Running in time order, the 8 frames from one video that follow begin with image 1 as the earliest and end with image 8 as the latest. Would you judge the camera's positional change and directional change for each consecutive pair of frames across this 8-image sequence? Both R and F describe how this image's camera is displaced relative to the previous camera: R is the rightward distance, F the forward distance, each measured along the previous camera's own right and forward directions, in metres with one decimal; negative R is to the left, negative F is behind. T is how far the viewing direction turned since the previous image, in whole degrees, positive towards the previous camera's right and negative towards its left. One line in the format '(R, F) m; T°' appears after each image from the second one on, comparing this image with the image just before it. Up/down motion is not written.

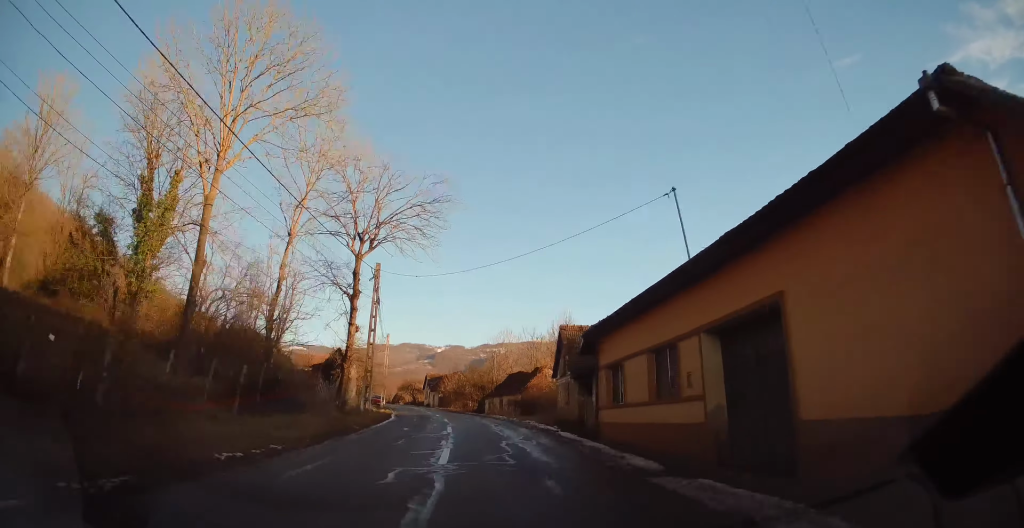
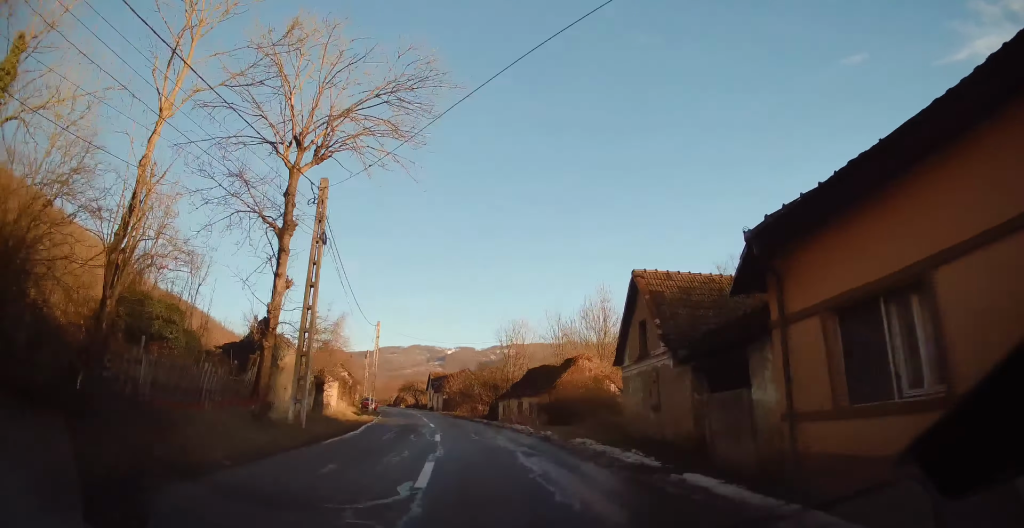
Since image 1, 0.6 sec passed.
(0.0, +11.8) m; -1°
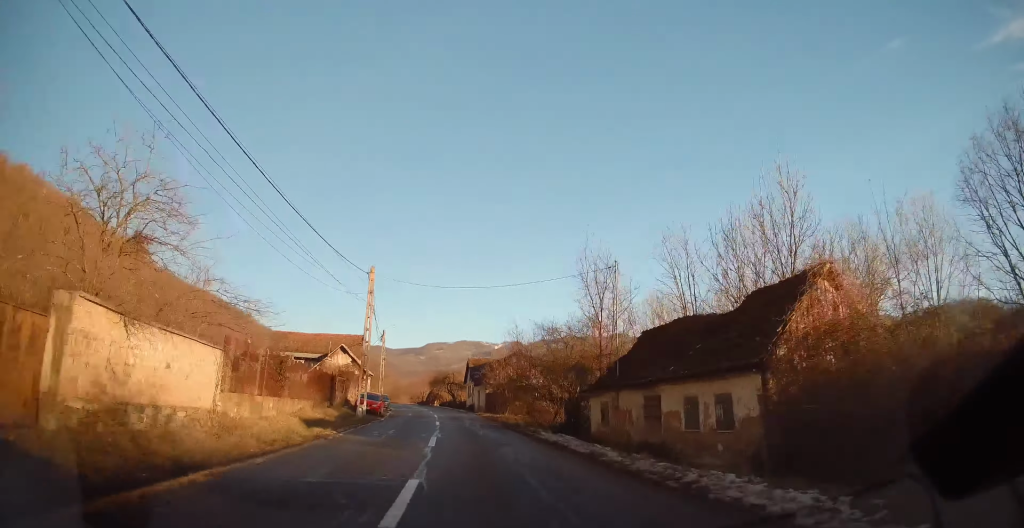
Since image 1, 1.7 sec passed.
(-0.4, +20.4) m; -4°
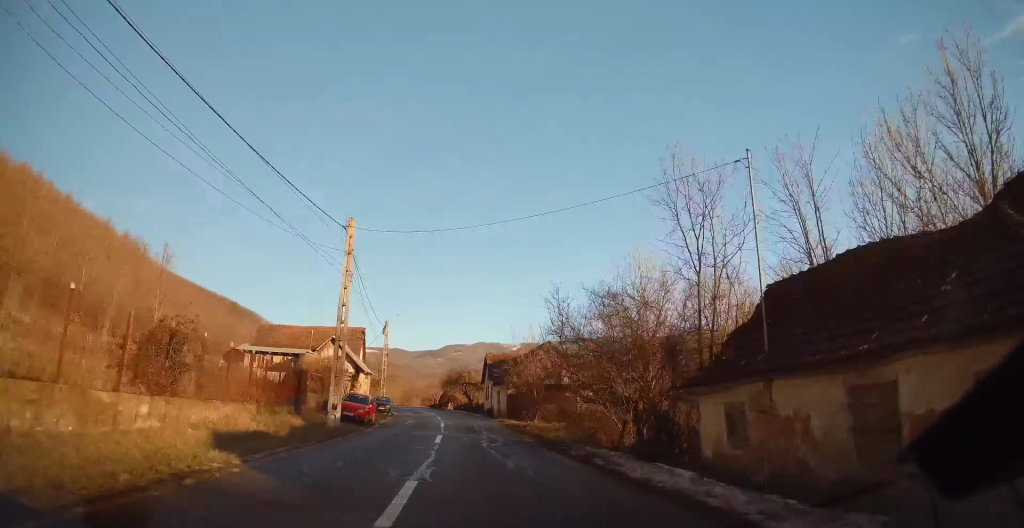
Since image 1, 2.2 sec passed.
(0.0, +8.6) m; -2°
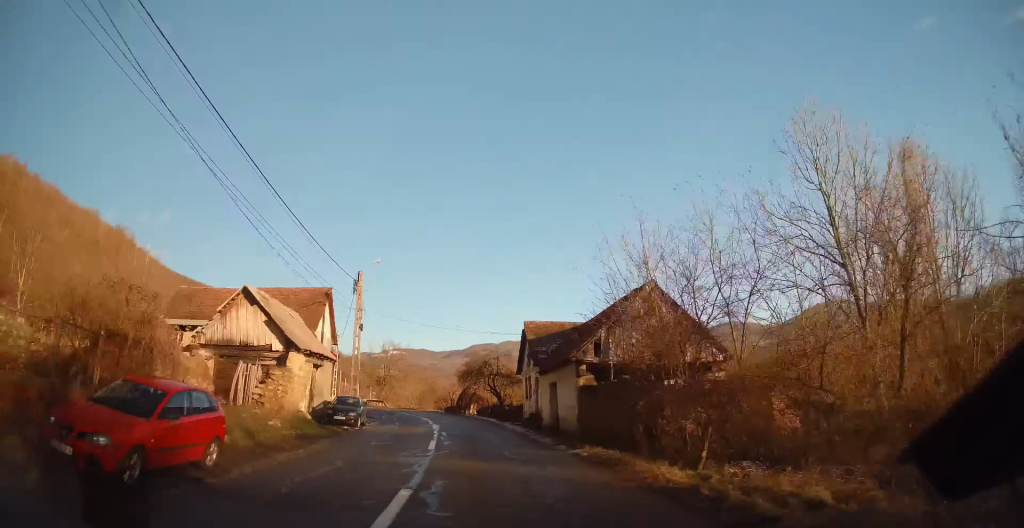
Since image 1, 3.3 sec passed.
(-0.9, +19.5) m; -4°
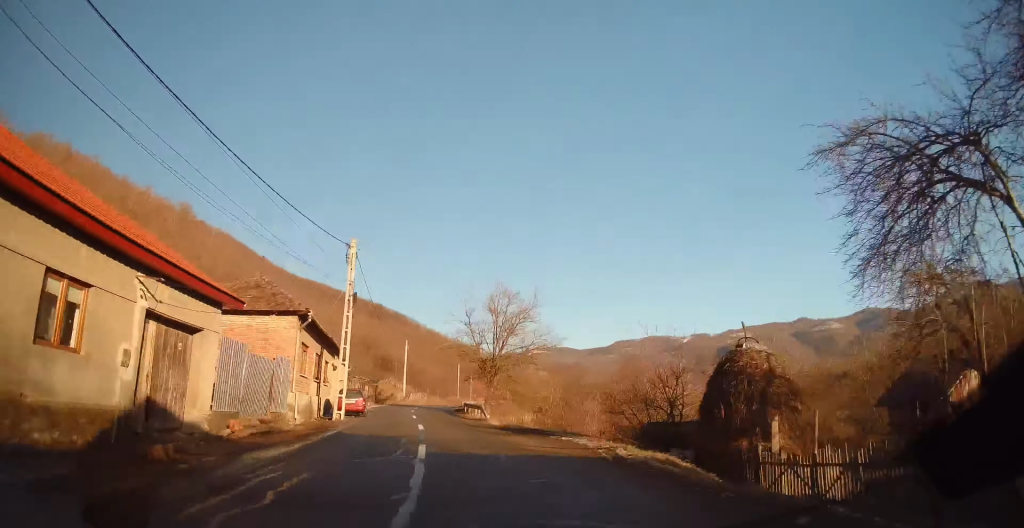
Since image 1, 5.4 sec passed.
(-4.6, +38.8) m; -15°
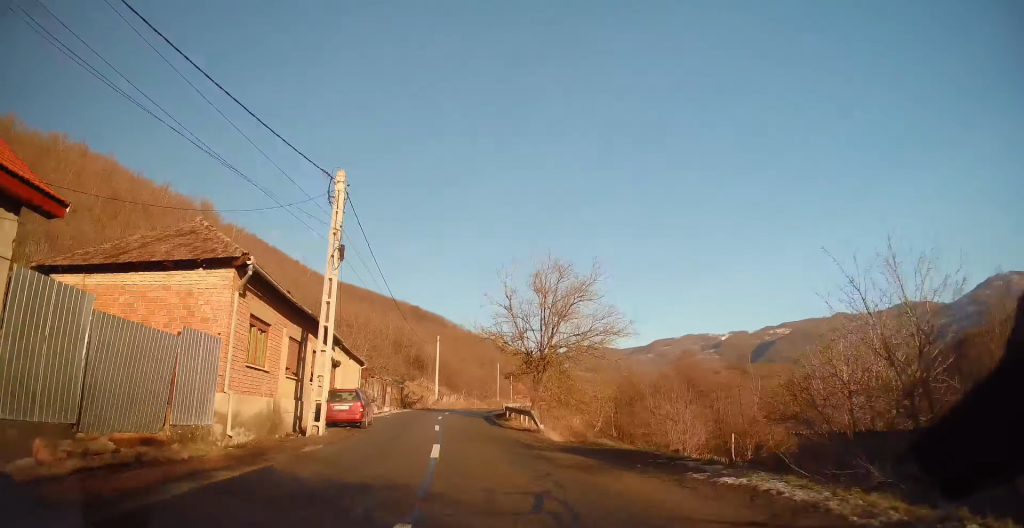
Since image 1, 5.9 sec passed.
(-0.4, +8.9) m; -3°
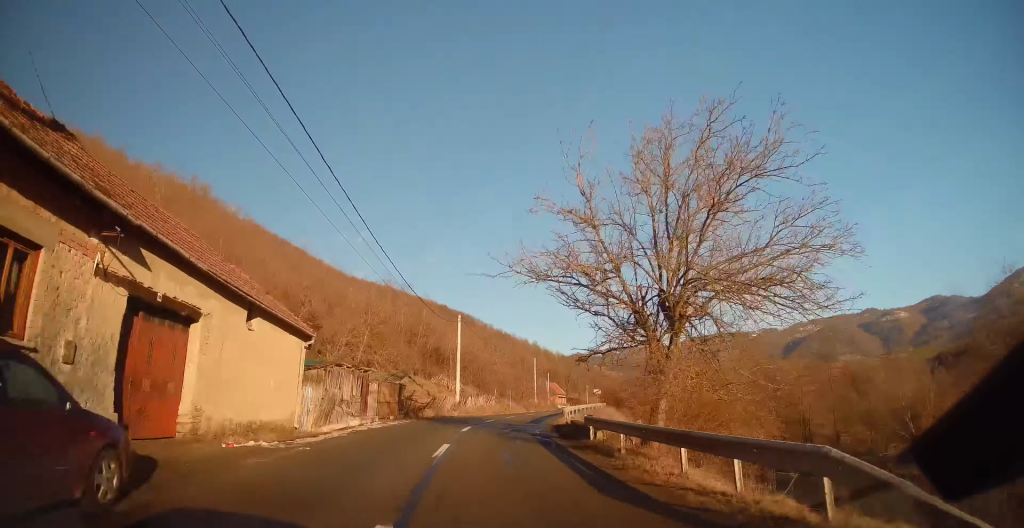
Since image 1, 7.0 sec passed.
(-0.7, +18.5) m; +1°
